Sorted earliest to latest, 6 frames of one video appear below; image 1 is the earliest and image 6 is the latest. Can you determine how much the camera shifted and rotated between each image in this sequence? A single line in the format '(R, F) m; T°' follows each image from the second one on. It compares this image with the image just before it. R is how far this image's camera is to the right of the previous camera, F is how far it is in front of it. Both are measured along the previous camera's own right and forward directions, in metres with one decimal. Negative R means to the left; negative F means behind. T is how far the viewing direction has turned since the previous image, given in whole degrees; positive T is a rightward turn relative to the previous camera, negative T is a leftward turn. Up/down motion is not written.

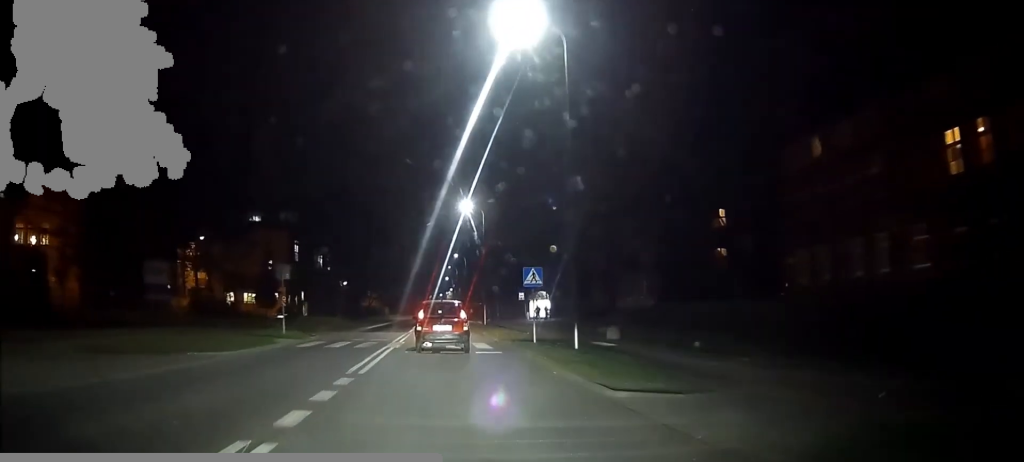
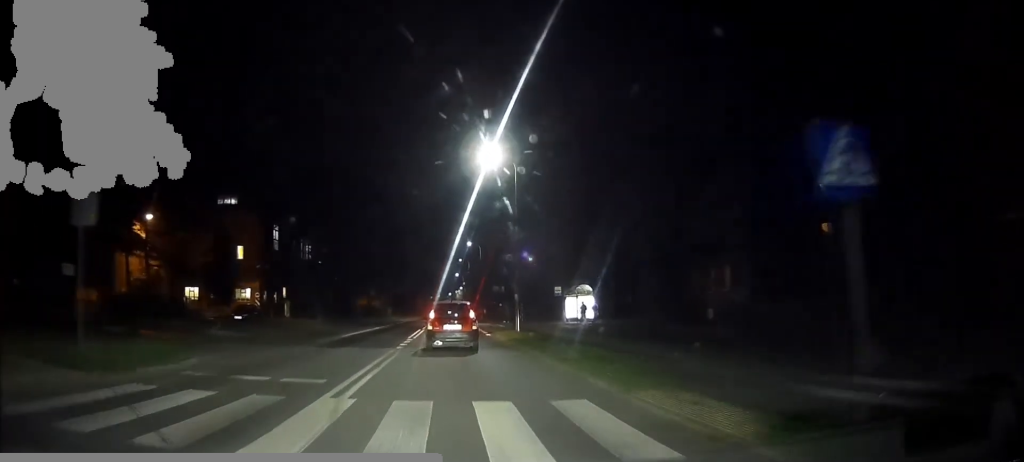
(+0.1, +17.9) m; +1°
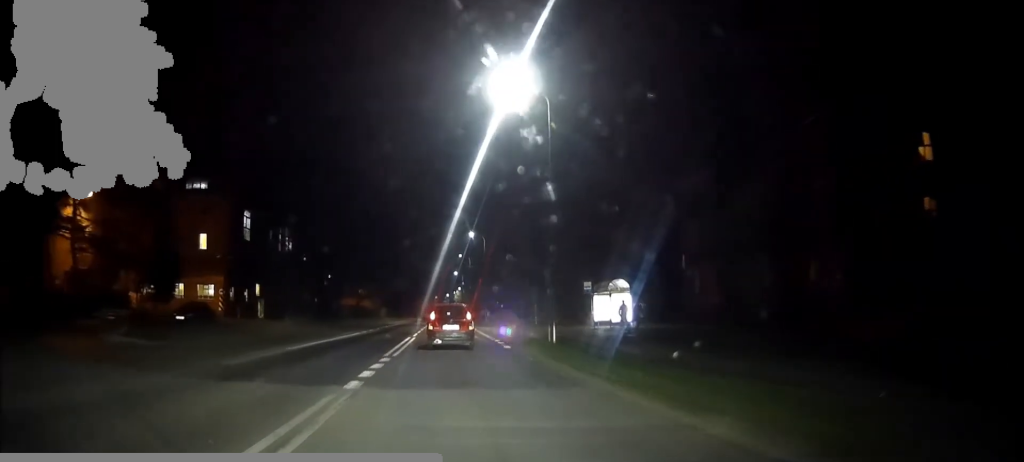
(+0.2, +14.3) m; +1°
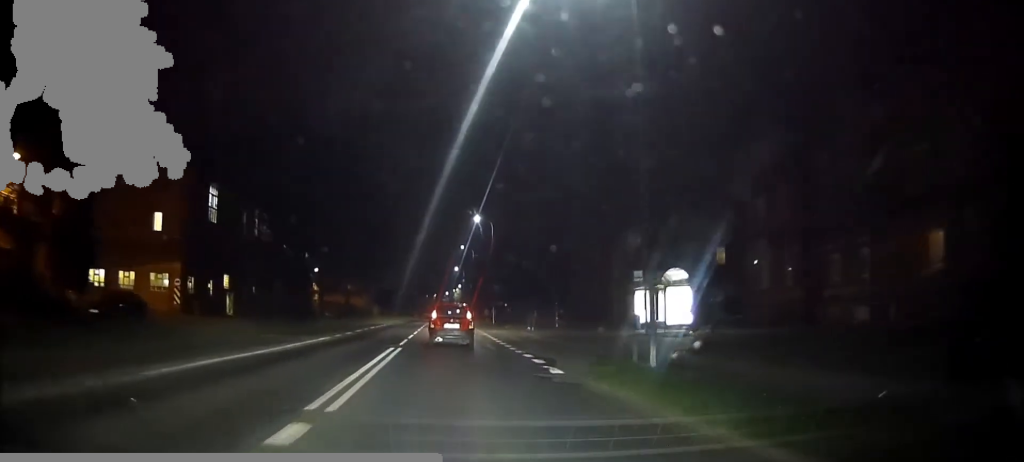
(0.0, +13.4) m; 0°
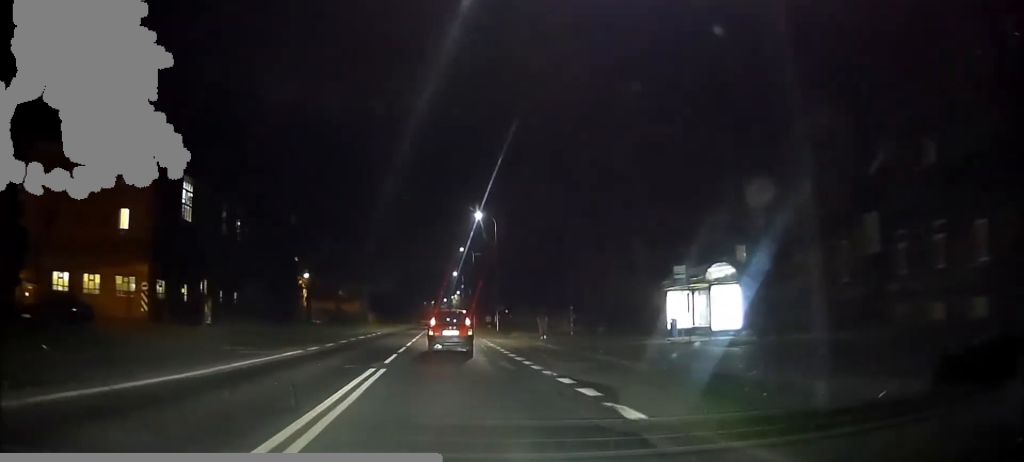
(0.0, +7.0) m; 0°
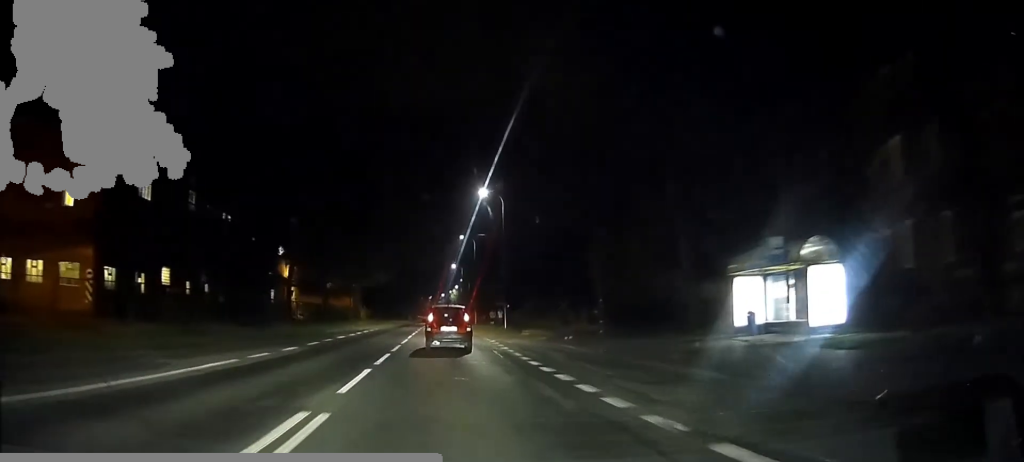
(0.0, +8.8) m; 0°
